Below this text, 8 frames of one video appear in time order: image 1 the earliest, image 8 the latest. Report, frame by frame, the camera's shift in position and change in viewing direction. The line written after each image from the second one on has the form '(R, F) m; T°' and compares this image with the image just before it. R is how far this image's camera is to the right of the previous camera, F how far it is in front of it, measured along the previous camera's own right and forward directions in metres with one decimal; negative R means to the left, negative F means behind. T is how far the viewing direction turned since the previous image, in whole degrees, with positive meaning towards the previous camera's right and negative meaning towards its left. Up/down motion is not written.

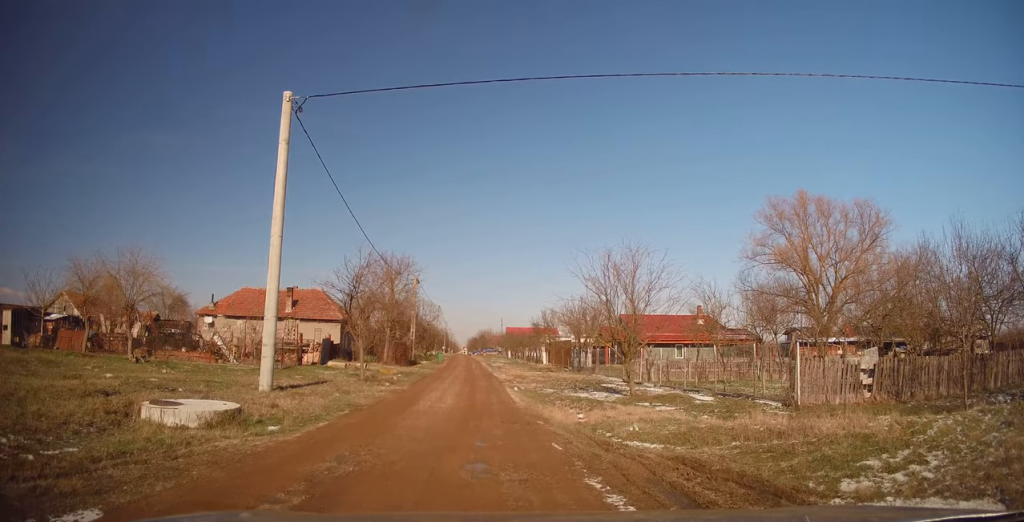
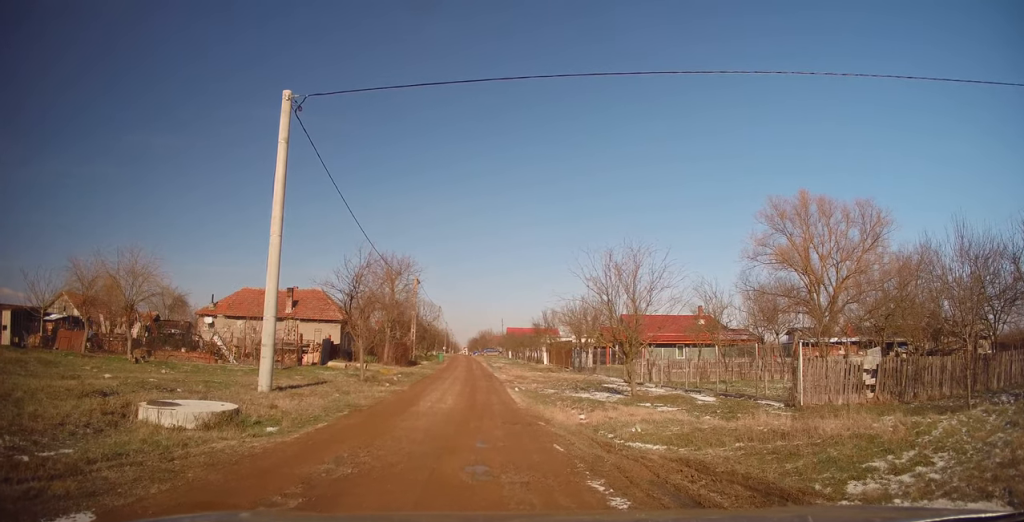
(0.0, 0.0) m; 0°
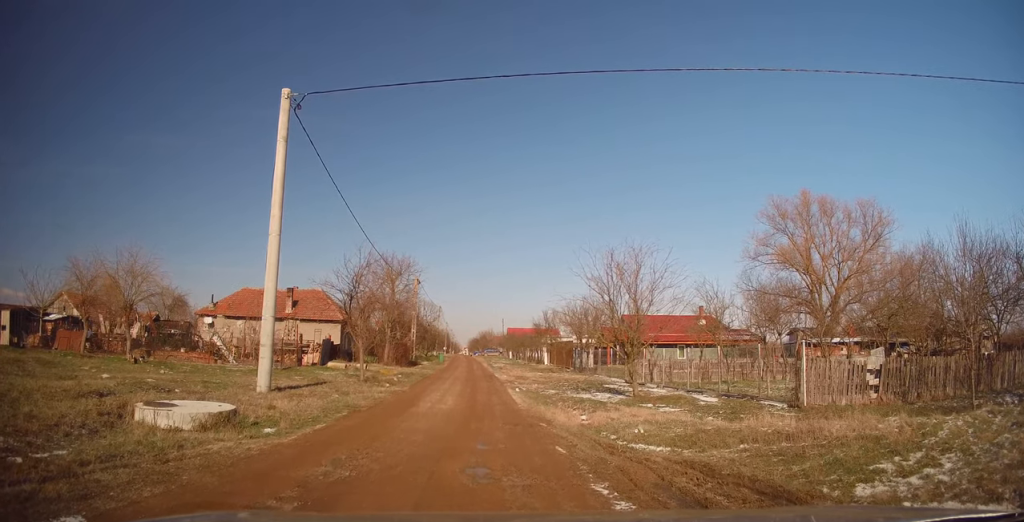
(0.0, 0.0) m; 0°
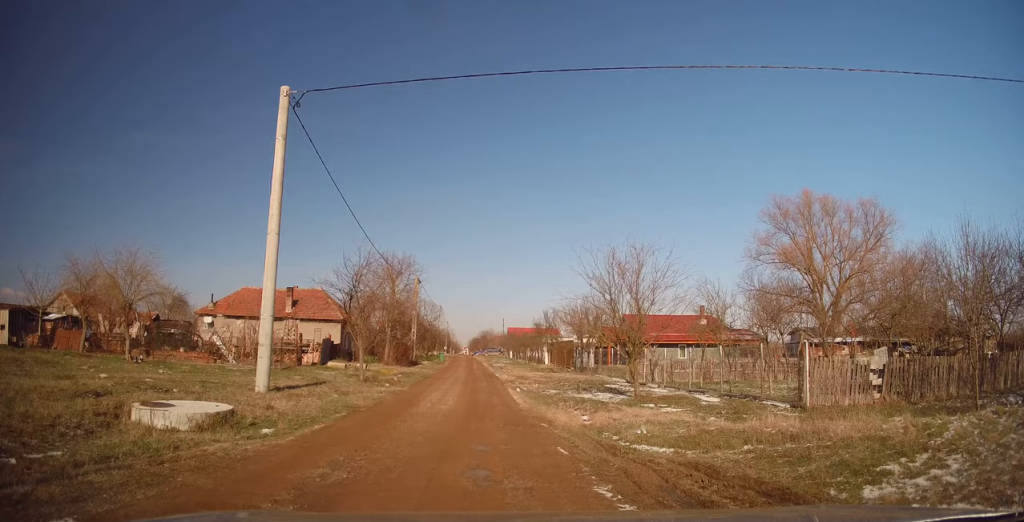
(0.0, 0.0) m; 0°
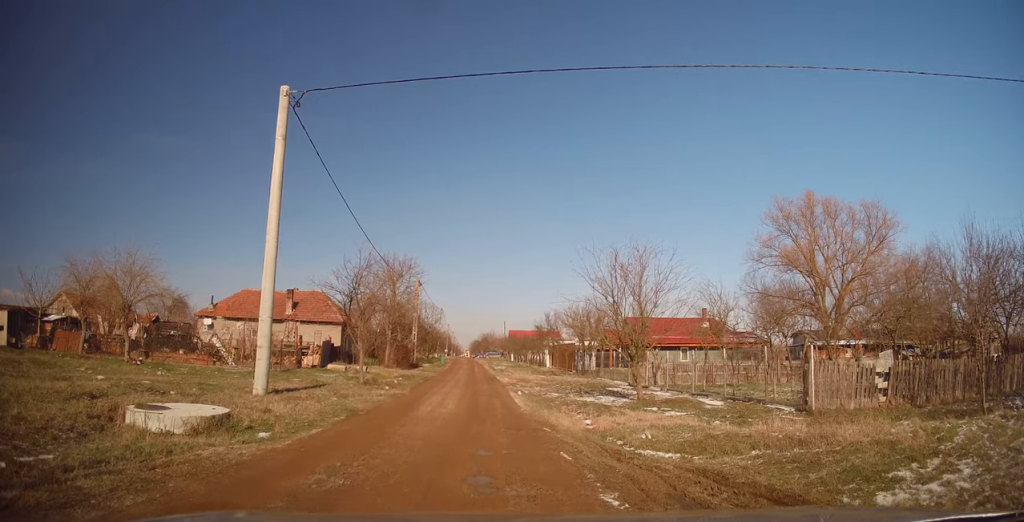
(0.0, 0.0) m; 0°
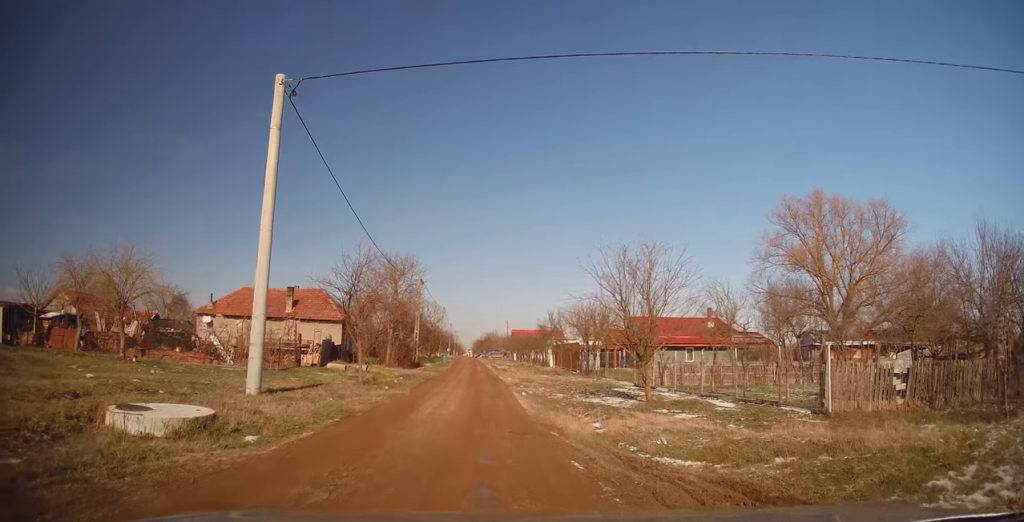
(0.0, +0.1) m; 0°
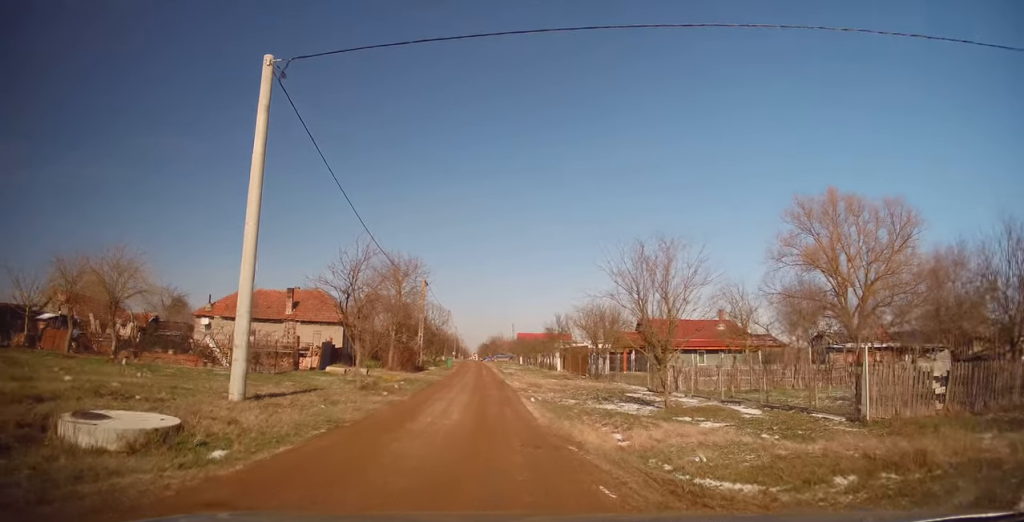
(0.0, +0.4) m; +2°
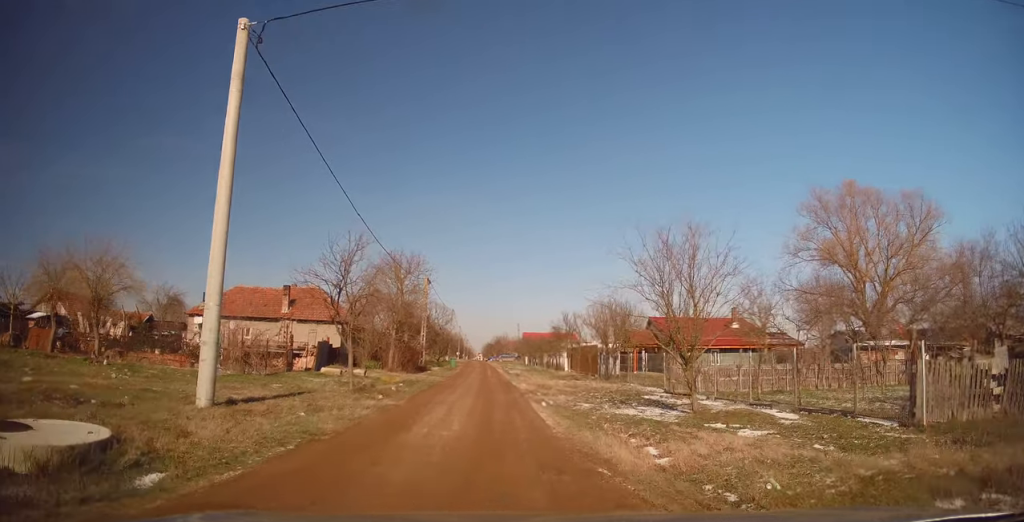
(0.0, +1.0) m; +1°
